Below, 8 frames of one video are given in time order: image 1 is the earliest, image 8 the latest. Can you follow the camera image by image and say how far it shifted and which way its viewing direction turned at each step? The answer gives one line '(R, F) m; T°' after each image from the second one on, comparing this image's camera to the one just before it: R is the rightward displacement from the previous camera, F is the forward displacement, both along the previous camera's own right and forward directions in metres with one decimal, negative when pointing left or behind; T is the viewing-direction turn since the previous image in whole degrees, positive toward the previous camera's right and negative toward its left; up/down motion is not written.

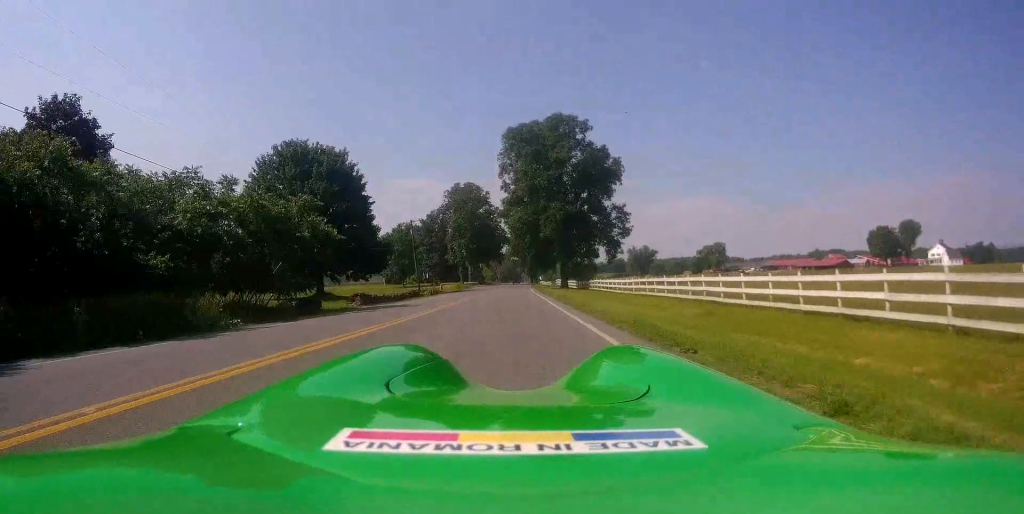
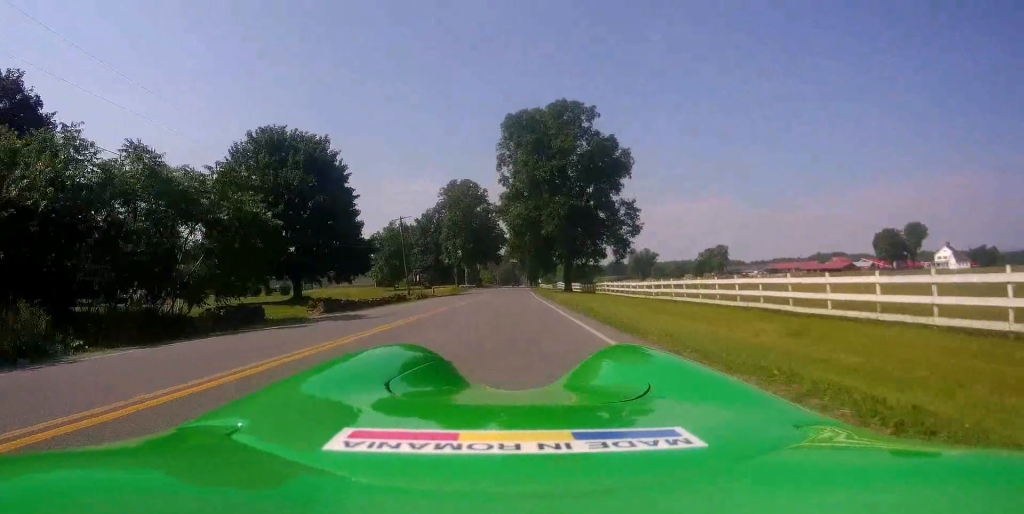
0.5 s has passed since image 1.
(-0.3, +6.4) m; +2°
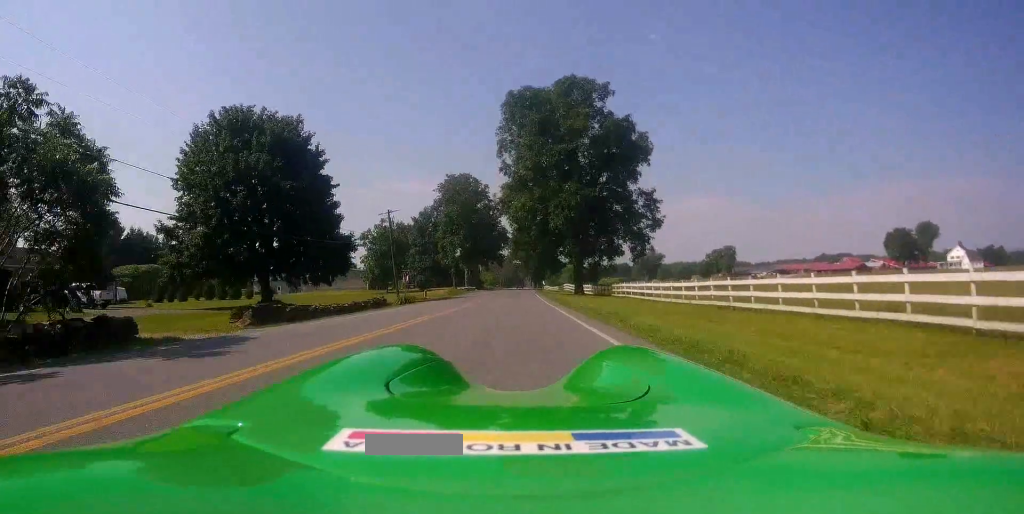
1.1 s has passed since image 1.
(+0.5, +8.0) m; +1°
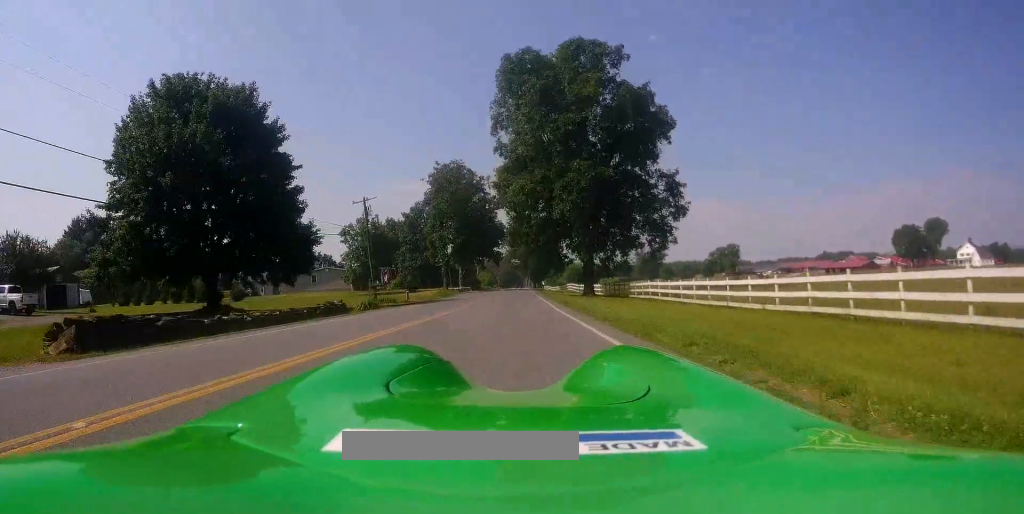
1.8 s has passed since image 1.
(+0.2, +9.1) m; 0°
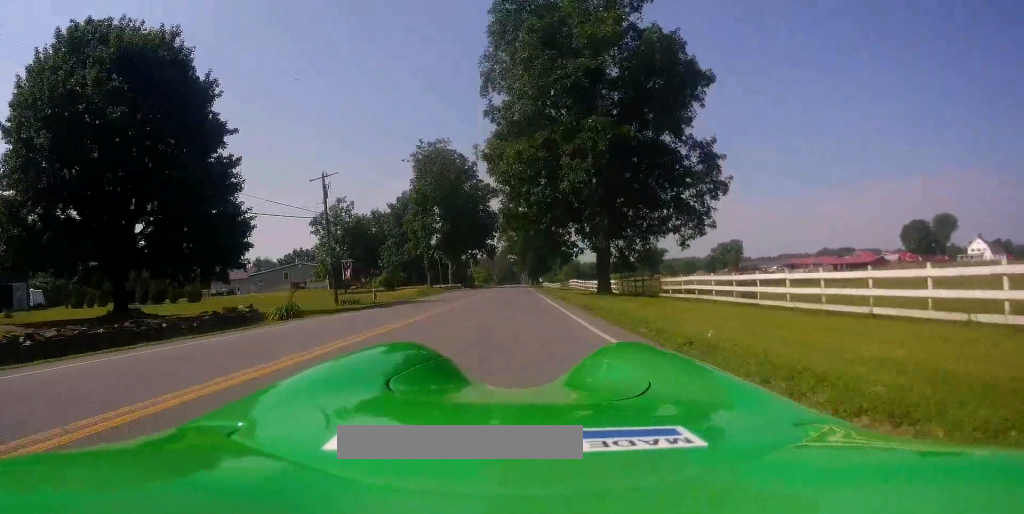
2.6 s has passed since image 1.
(-0.4, +10.2) m; -2°
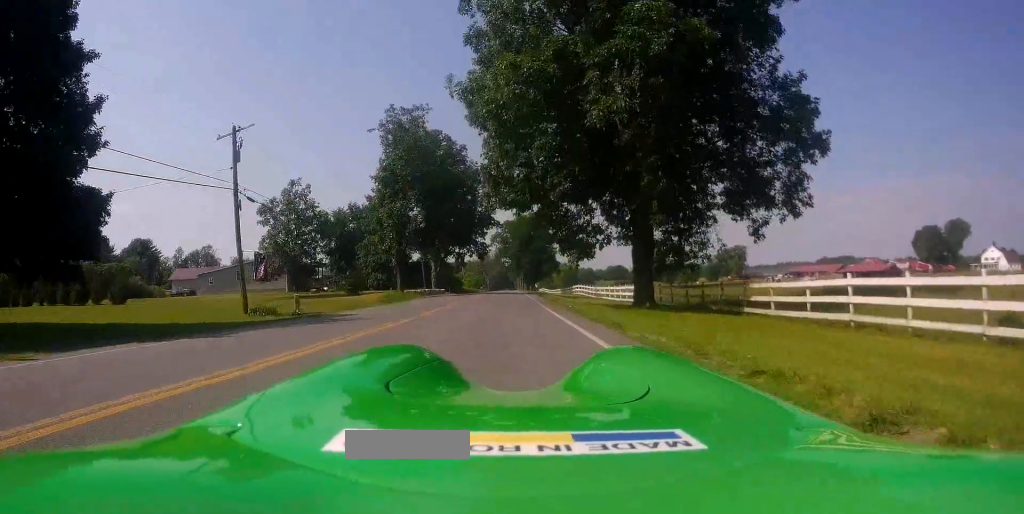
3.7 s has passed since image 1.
(+0.1, +13.7) m; 0°
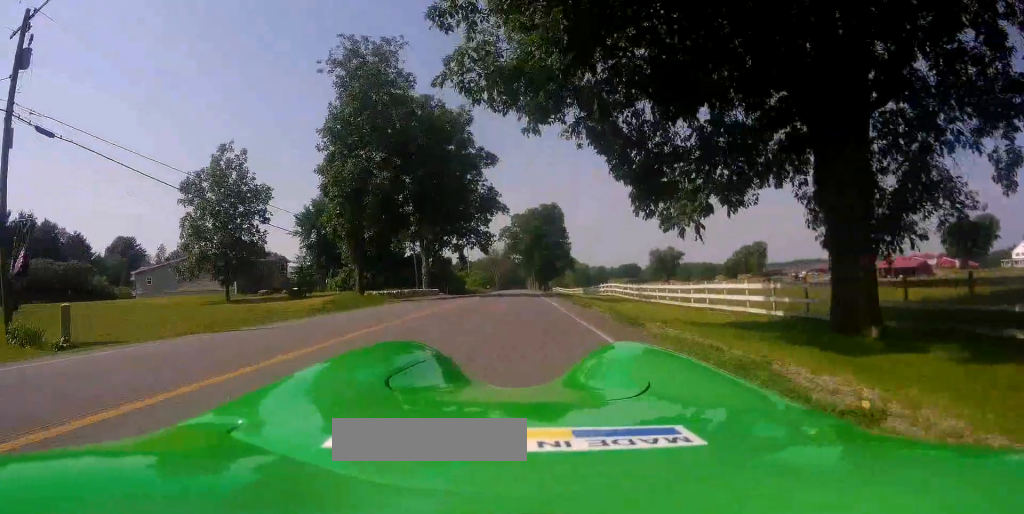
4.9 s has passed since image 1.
(0.0, +15.9) m; 0°
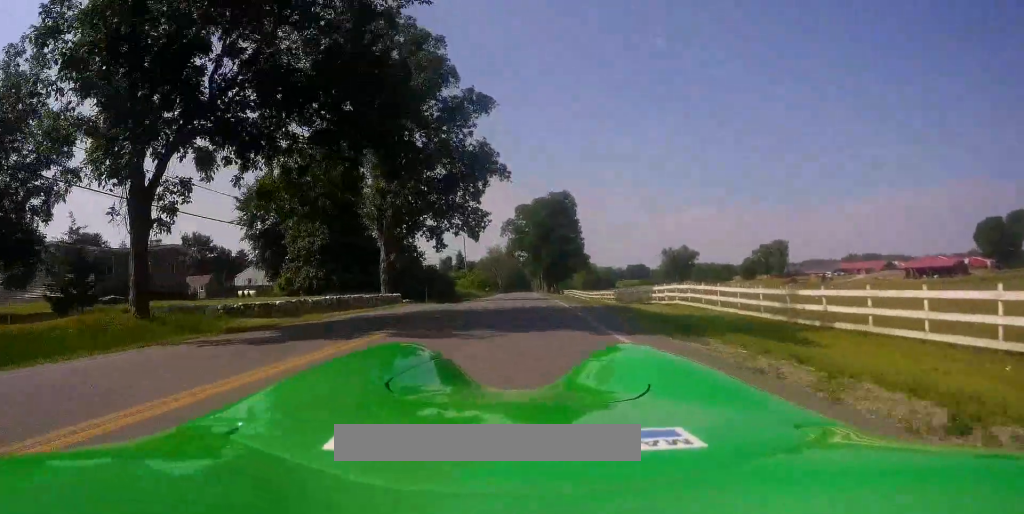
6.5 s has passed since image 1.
(-0.2, +21.2) m; 0°
